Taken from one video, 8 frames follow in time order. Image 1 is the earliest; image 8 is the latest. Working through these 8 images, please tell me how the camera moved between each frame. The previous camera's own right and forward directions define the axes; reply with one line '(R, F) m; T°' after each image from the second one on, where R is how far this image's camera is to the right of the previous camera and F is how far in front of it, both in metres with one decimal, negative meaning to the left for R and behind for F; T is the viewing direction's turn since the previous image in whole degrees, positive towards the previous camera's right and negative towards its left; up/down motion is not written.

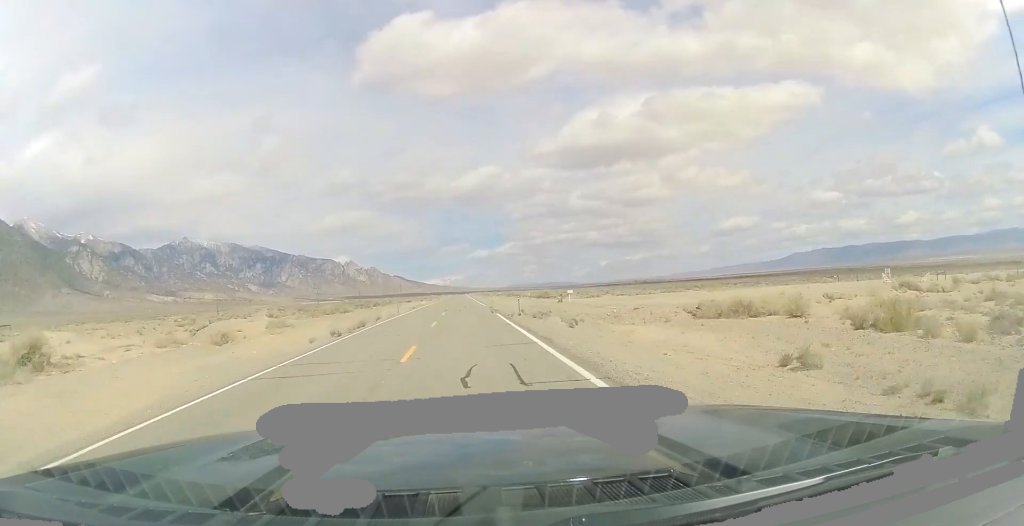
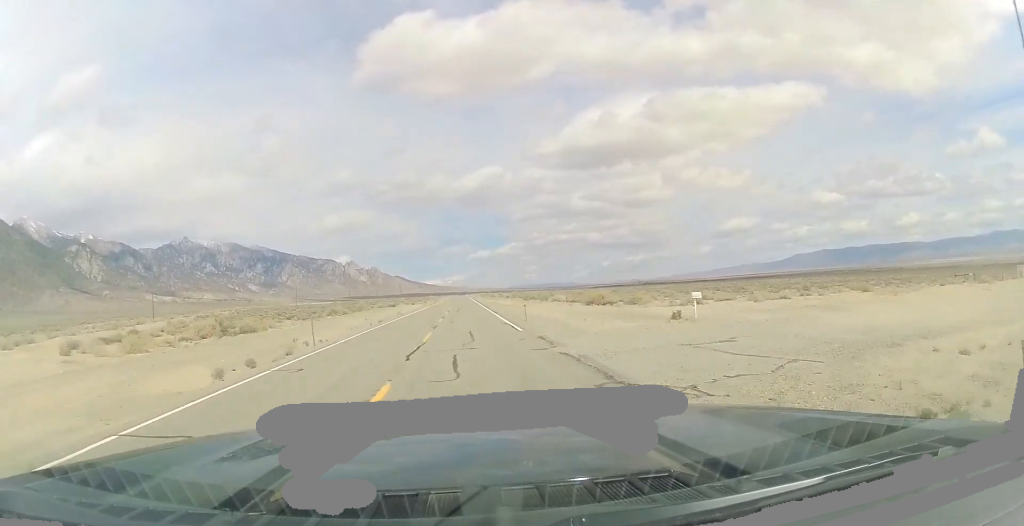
(+0.5, +30.7) m; 0°
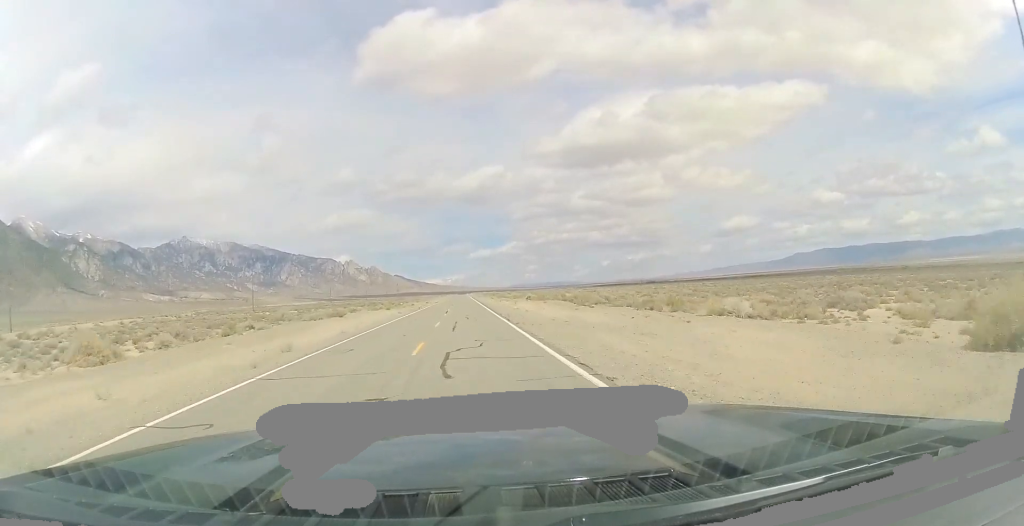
(-0.6, +40.9) m; -1°
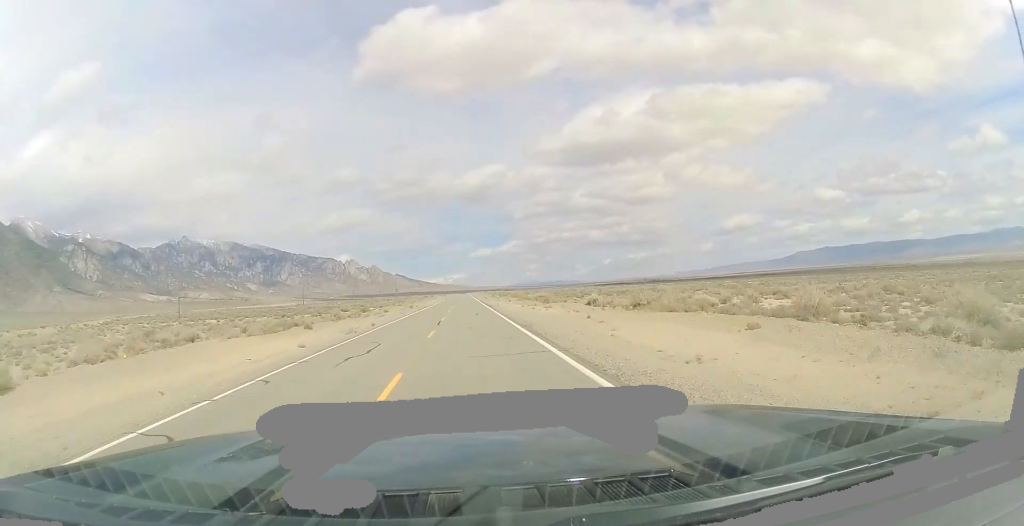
(-0.4, +43.3) m; 0°
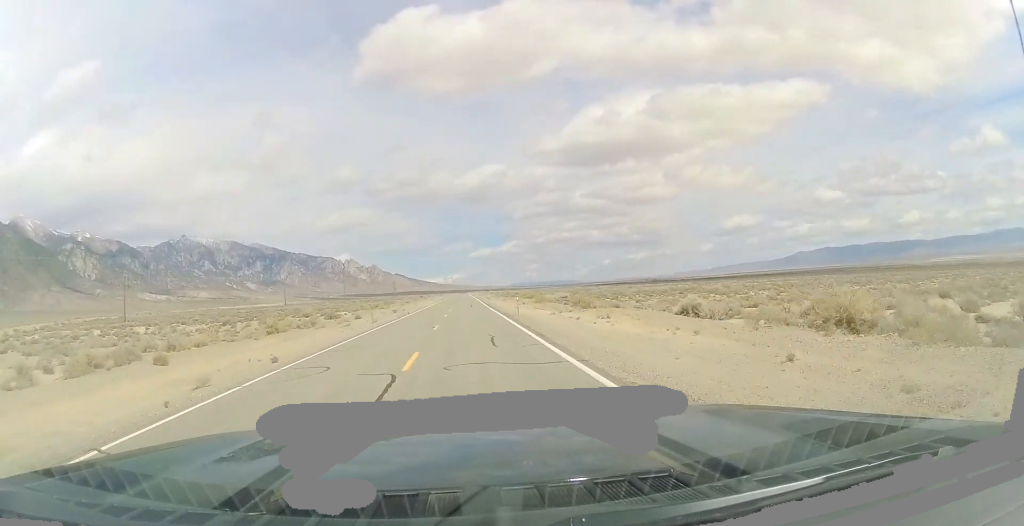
(0.0, +20.6) m; 0°
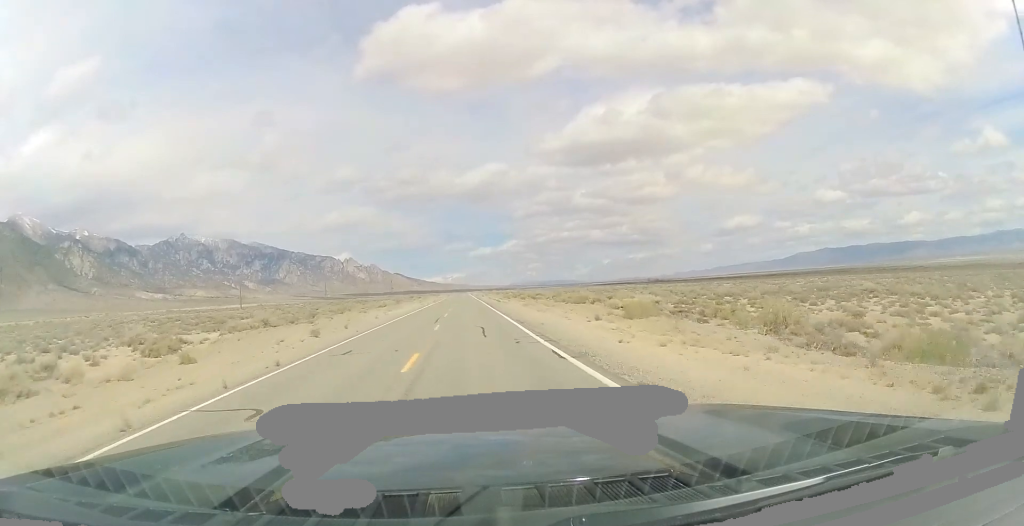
(0.0, +36.7) m; 0°
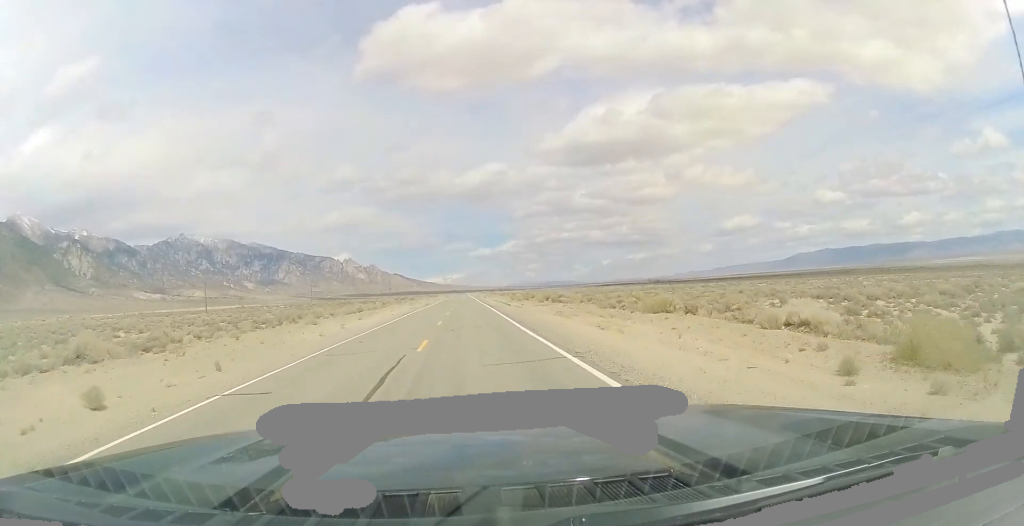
(0.0, +20.6) m; 0°
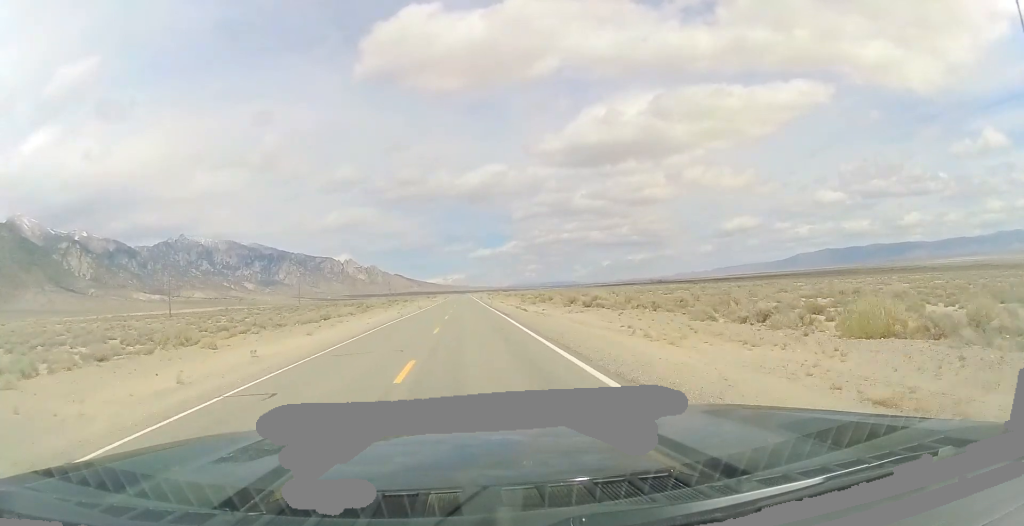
(0.0, +17.2) m; 0°
